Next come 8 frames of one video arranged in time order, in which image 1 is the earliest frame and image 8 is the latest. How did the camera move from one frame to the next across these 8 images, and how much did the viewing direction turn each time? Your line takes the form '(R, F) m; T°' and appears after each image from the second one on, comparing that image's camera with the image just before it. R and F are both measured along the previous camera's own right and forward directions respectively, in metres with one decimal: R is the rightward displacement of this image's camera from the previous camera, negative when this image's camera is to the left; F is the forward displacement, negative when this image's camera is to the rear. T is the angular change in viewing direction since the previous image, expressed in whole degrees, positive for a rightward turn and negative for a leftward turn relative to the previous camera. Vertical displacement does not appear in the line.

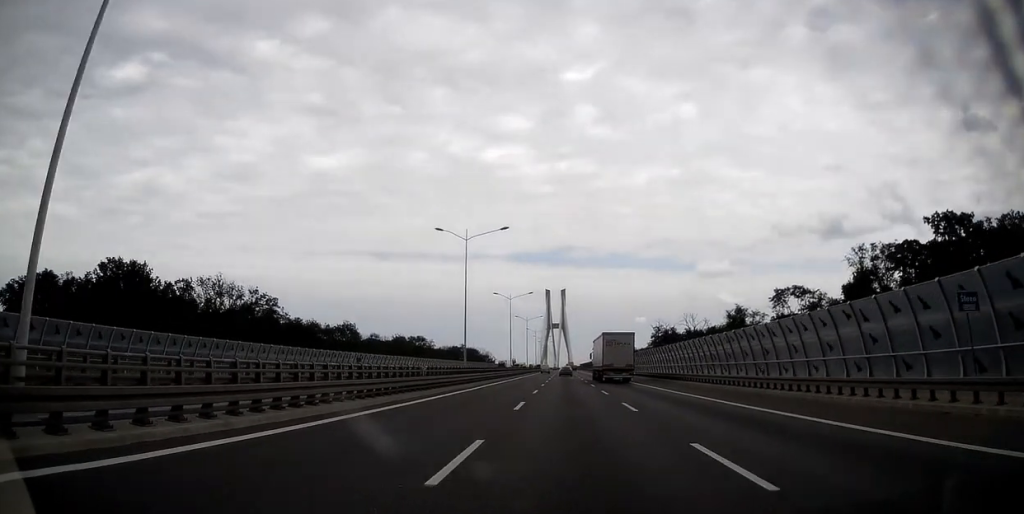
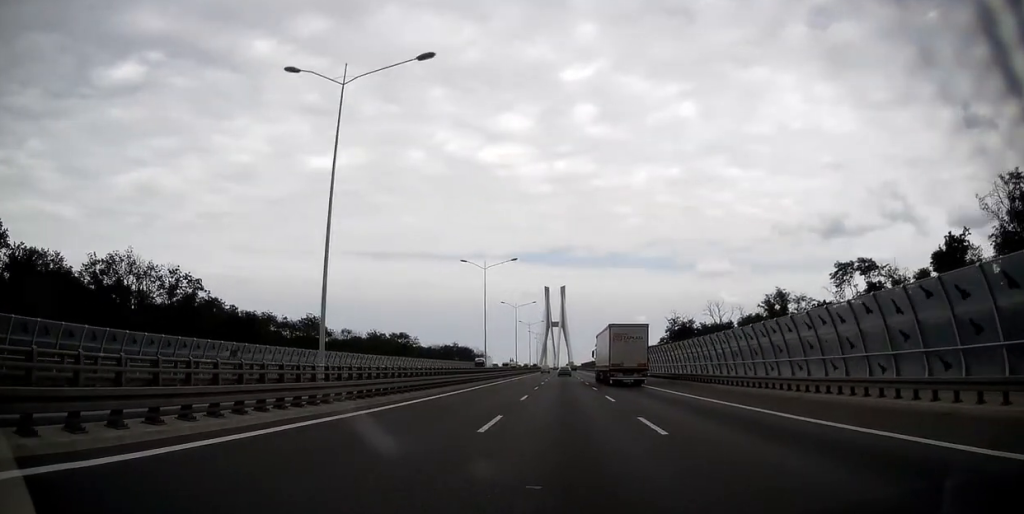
(+0.1, +30.5) m; 0°
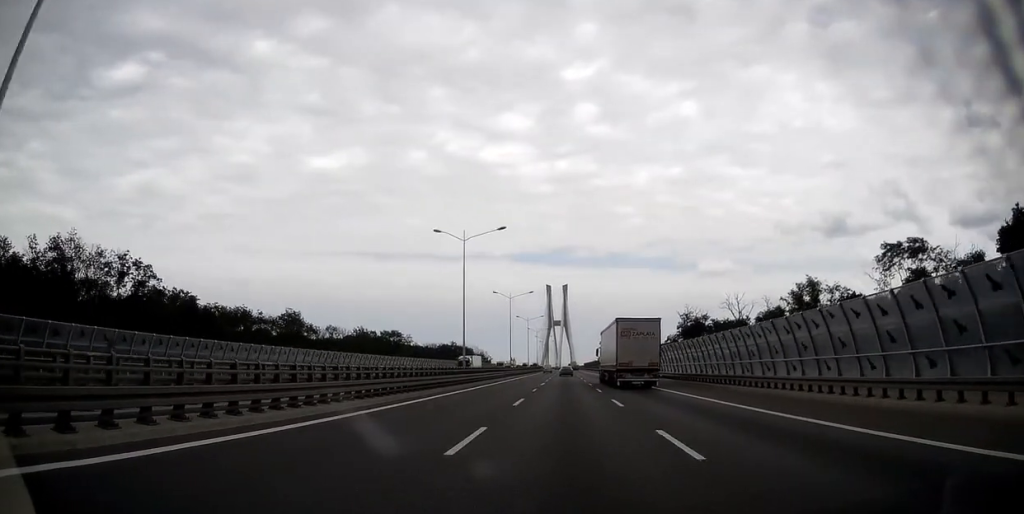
(0.0, +15.2) m; 0°
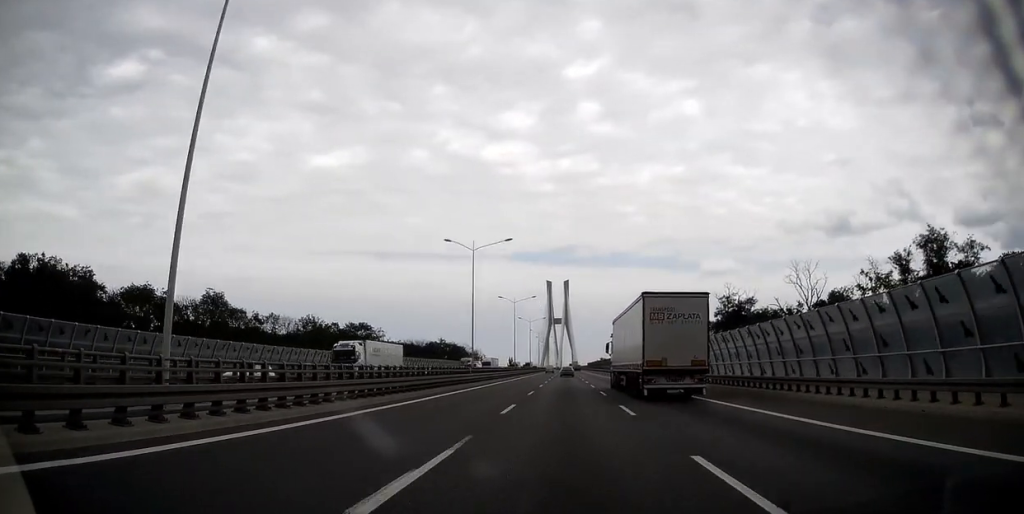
(0.0, +38.6) m; 0°
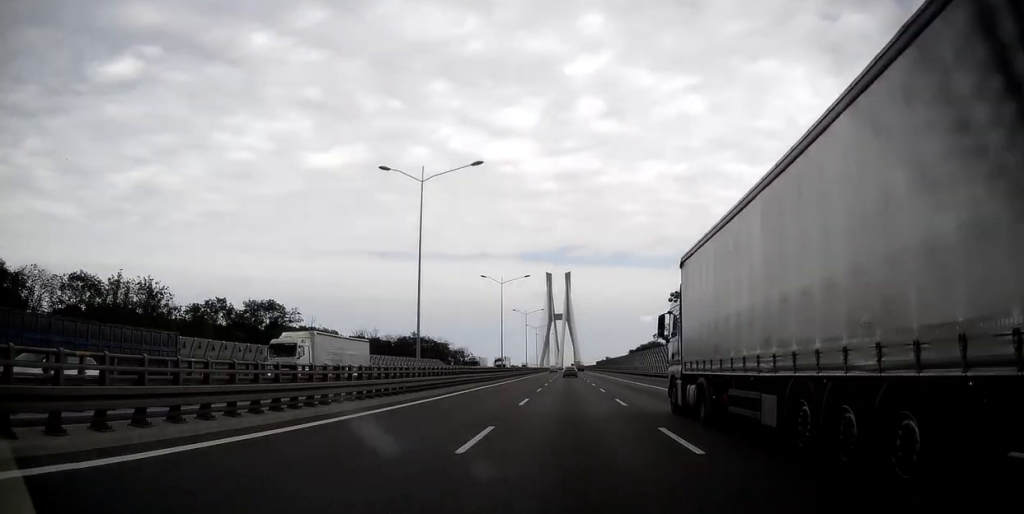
(-0.1, +67.8) m; -1°
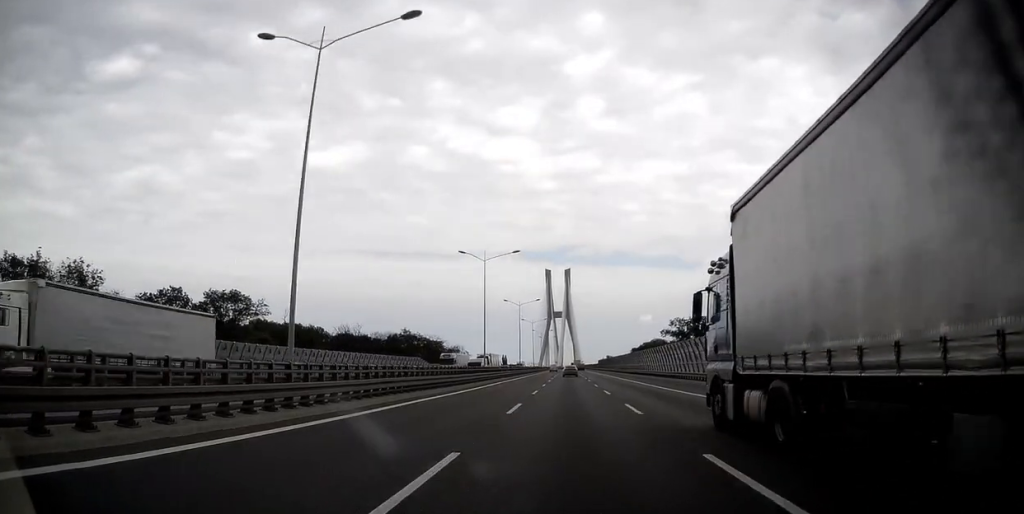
(-0.1, +16.4) m; 0°
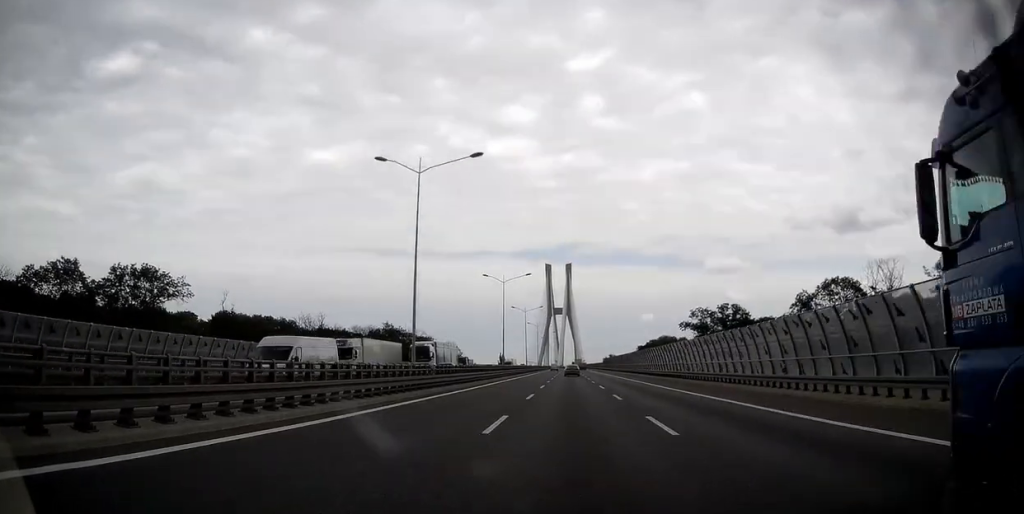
(-0.2, +29.2) m; 0°
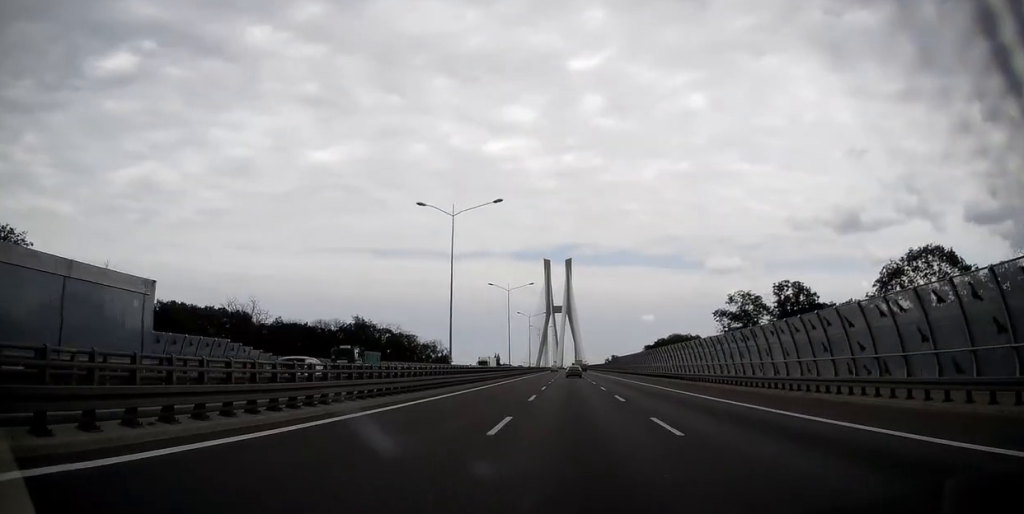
(+0.4, +36.2) m; 0°
